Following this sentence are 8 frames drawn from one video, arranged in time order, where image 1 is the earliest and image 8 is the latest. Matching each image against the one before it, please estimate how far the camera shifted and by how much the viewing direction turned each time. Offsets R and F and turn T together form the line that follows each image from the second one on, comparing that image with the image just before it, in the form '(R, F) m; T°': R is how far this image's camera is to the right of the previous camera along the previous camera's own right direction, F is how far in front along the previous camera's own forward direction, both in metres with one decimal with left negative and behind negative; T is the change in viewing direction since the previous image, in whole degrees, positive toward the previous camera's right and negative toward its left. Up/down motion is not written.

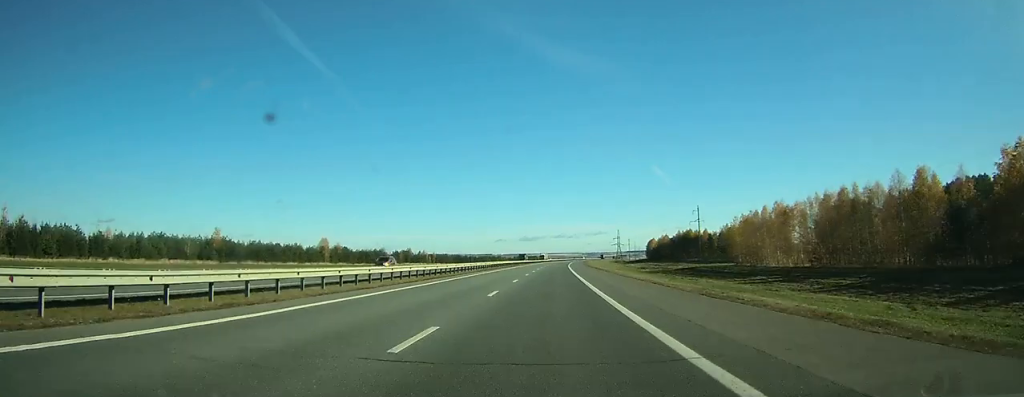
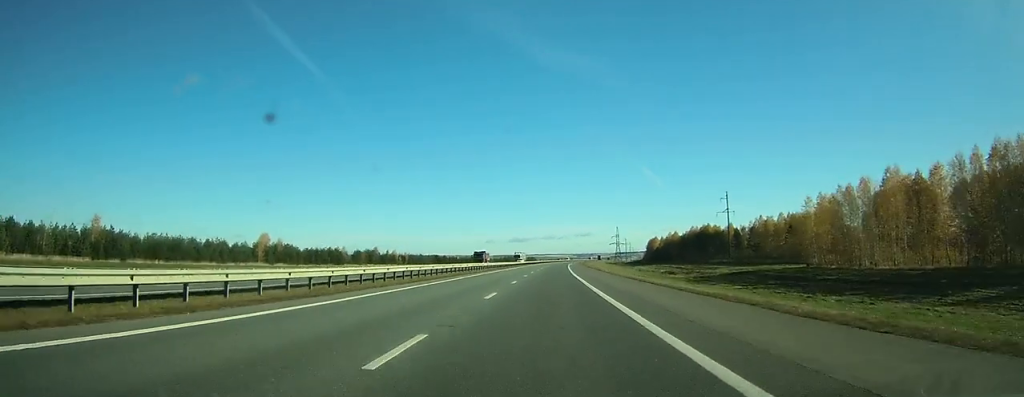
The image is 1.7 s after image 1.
(+0.1, +47.8) m; +1°
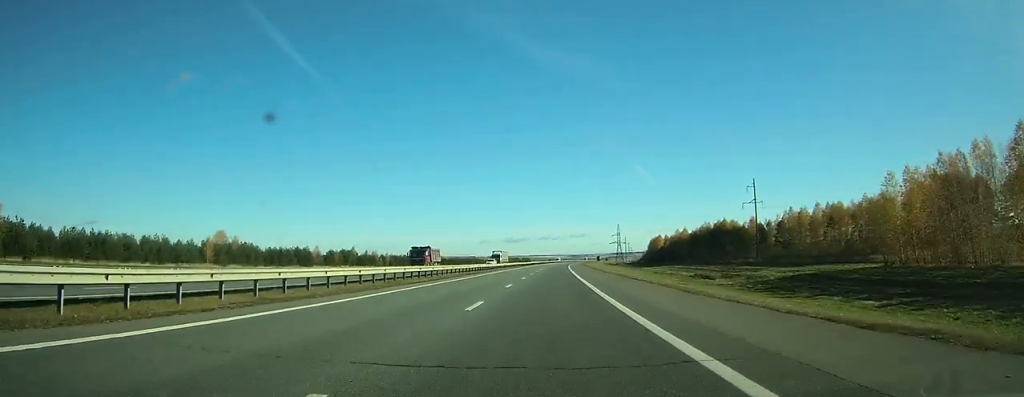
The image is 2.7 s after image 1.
(+0.3, +27.1) m; +1°
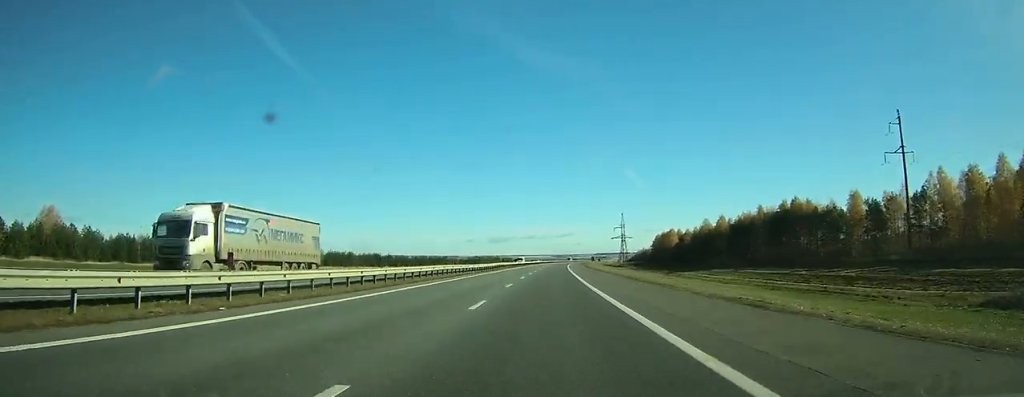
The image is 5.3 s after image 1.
(+1.1, +67.8) m; +2°
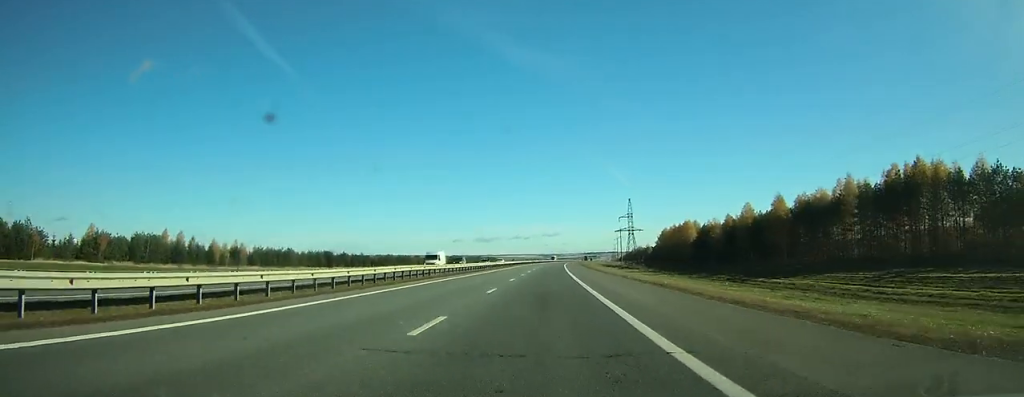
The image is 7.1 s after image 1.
(+0.5, +50.4) m; +1°
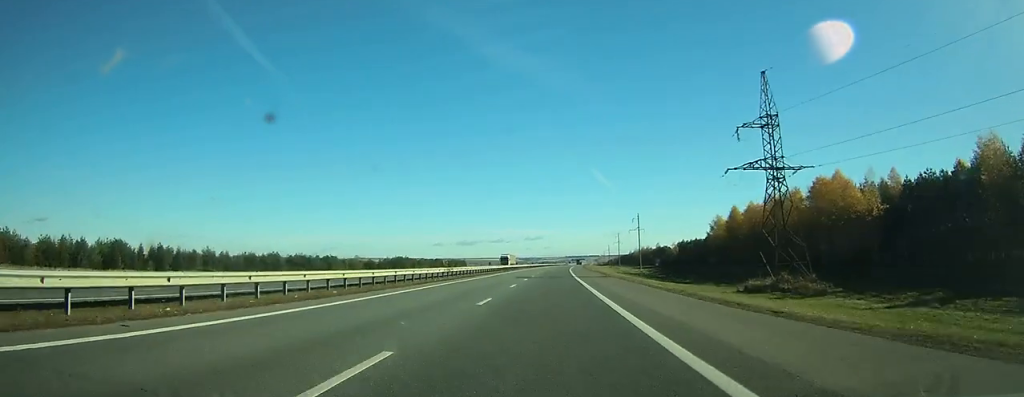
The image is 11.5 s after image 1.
(+2.0, +130.0) m; +2°
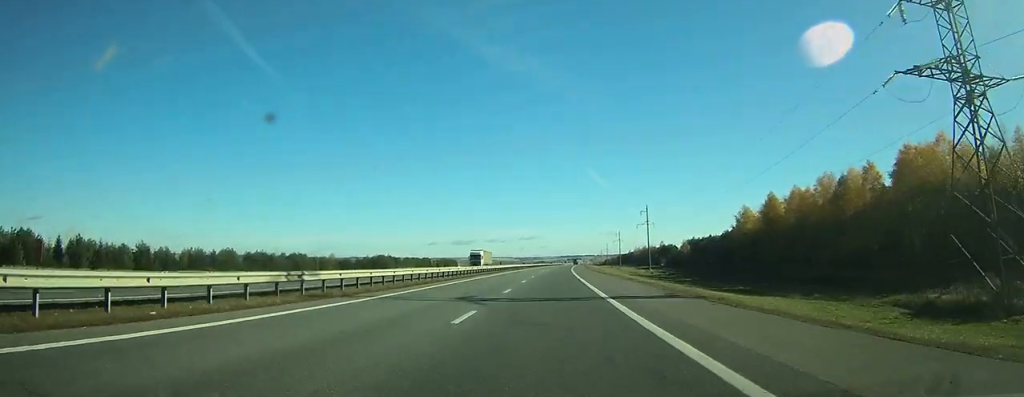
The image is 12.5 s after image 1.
(+0.3, +30.3) m; +1°
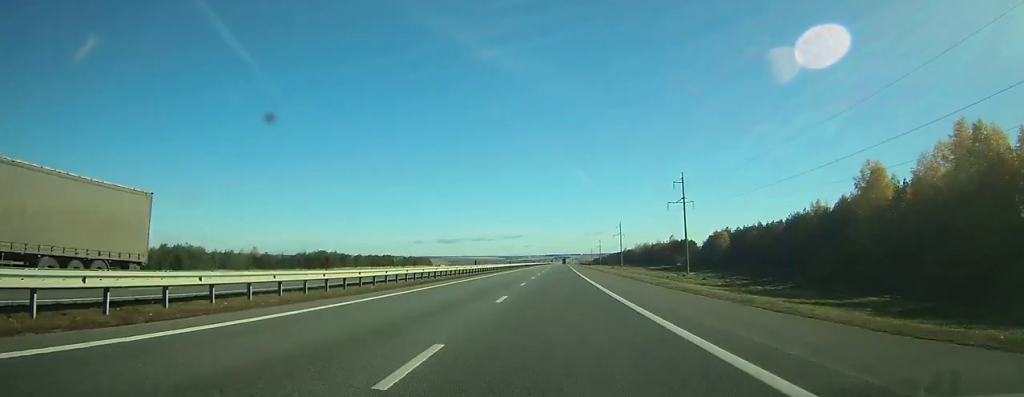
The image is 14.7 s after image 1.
(+0.8, +67.4) m; +1°
